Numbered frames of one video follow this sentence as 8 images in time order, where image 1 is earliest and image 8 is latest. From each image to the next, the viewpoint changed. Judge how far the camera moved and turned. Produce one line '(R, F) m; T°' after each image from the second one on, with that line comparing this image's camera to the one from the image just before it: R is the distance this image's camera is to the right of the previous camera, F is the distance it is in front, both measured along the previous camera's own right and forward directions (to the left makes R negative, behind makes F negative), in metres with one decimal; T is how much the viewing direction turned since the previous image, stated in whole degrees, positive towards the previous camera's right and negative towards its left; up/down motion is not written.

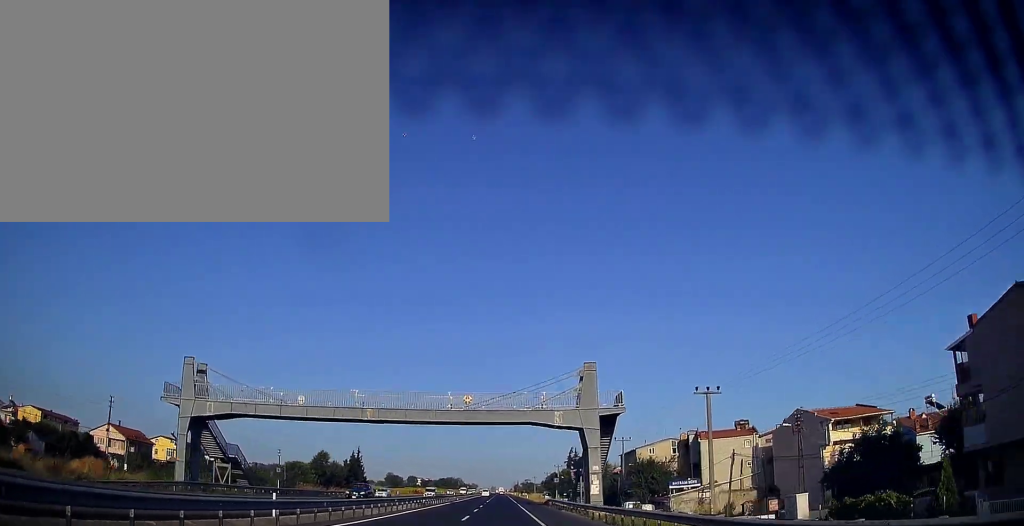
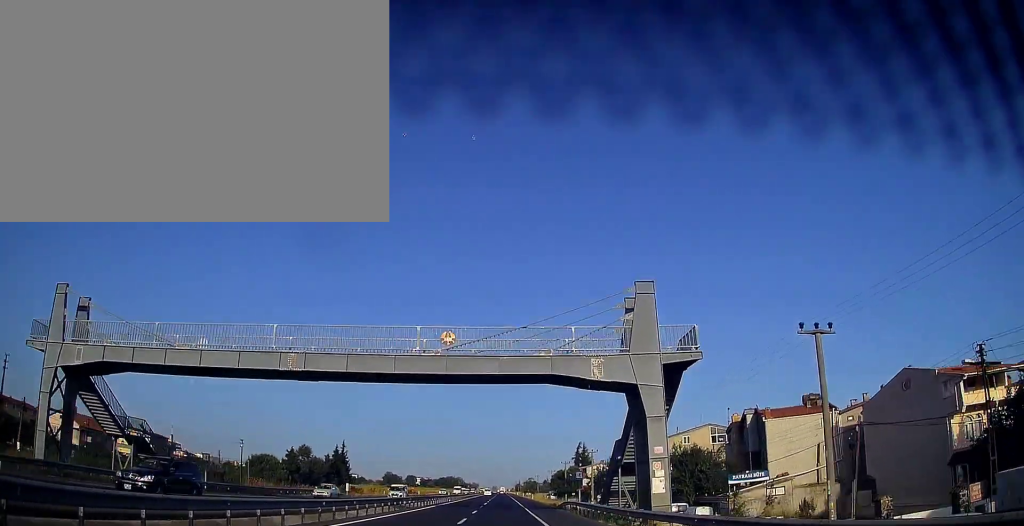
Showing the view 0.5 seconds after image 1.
(0.0, +14.7) m; 0°
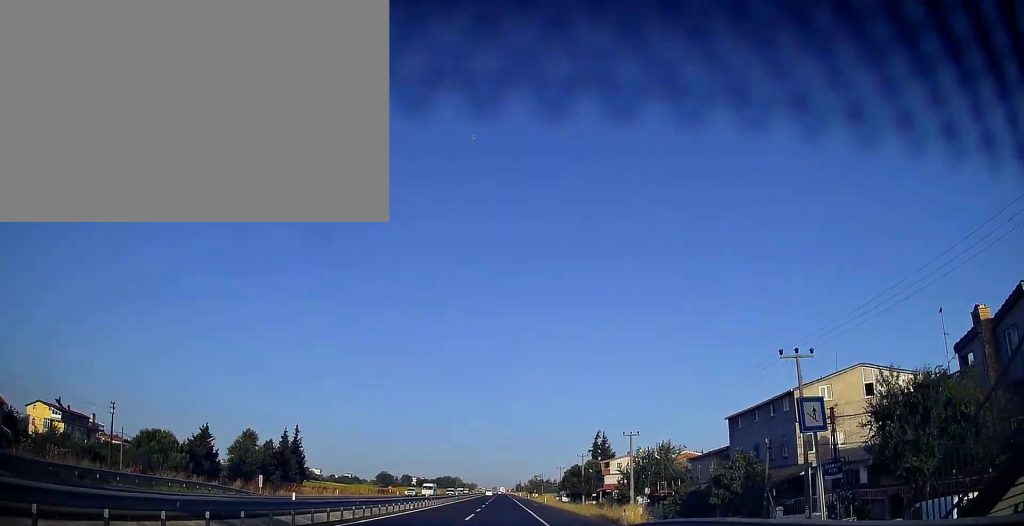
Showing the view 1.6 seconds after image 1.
(0.0, +32.3) m; 0°
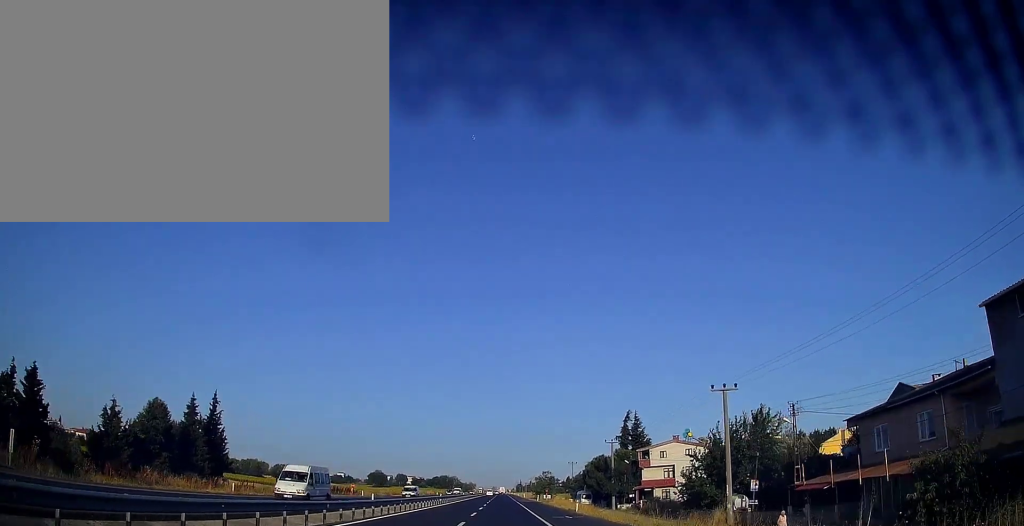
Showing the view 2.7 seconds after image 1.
(+0.2, +31.5) m; +1°
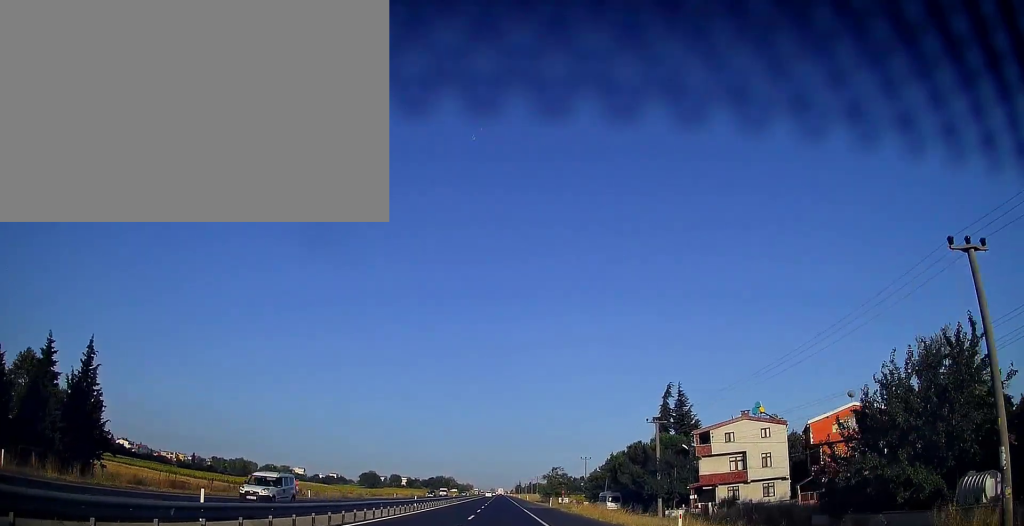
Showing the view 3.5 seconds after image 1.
(+0.1, +25.6) m; 0°
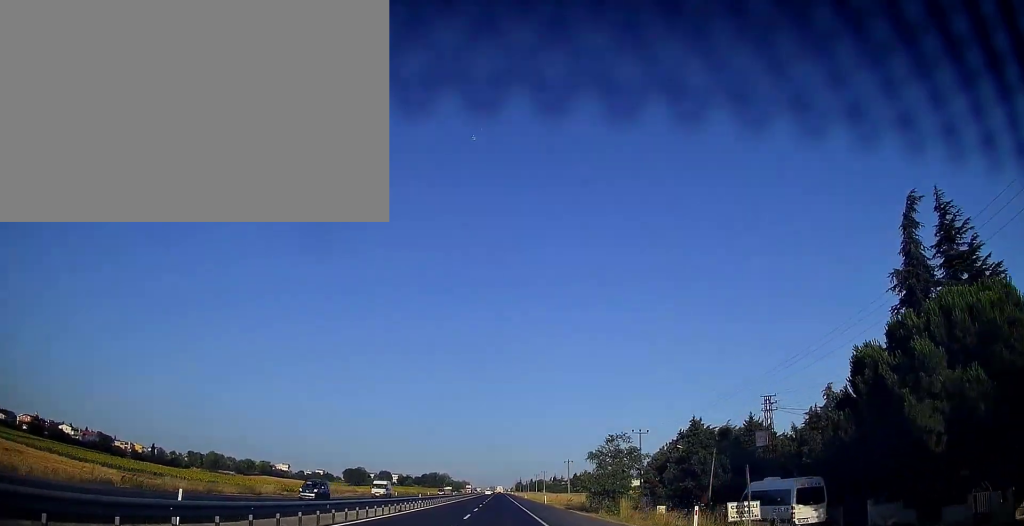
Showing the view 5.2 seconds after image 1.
(-0.5, +48.9) m; 0°
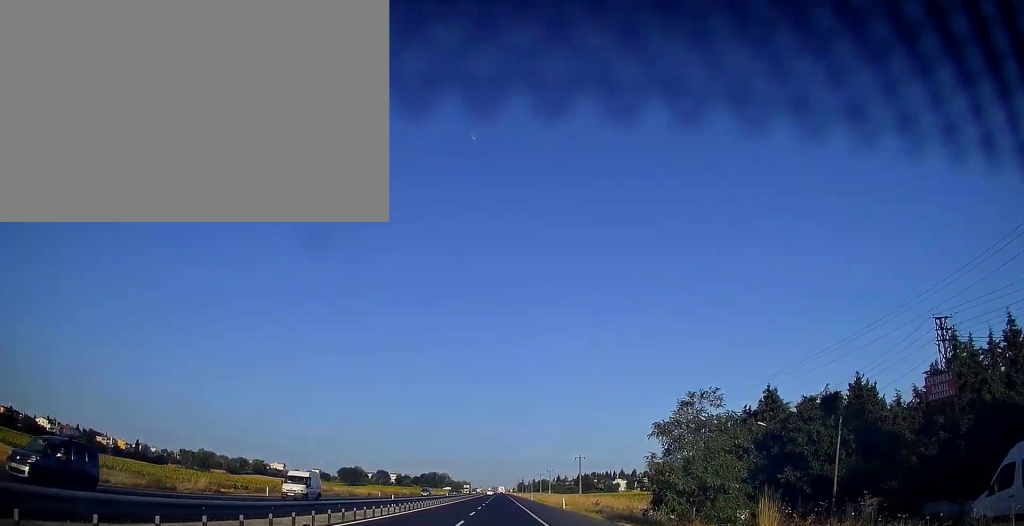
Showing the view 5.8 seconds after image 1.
(+0.3, +18.7) m; 0°
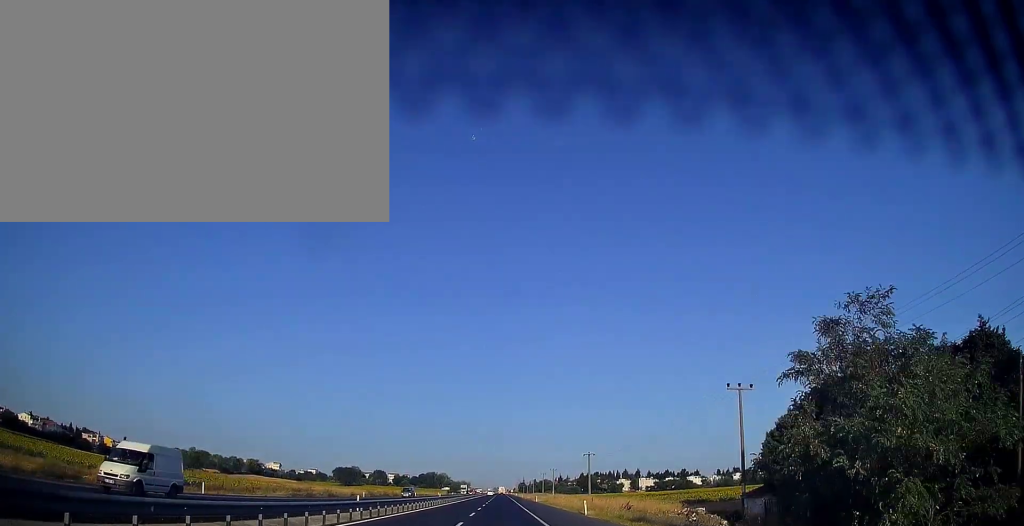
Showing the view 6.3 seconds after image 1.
(+0.1, +12.7) m; 0°
